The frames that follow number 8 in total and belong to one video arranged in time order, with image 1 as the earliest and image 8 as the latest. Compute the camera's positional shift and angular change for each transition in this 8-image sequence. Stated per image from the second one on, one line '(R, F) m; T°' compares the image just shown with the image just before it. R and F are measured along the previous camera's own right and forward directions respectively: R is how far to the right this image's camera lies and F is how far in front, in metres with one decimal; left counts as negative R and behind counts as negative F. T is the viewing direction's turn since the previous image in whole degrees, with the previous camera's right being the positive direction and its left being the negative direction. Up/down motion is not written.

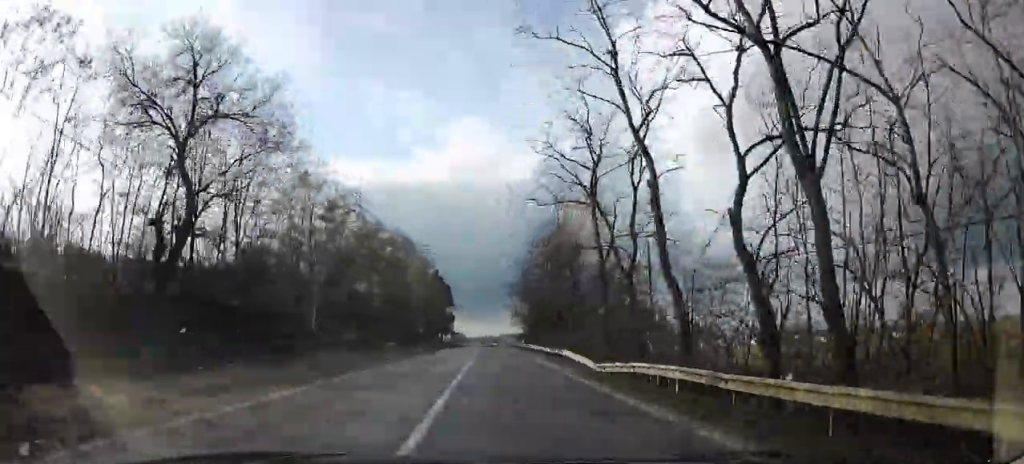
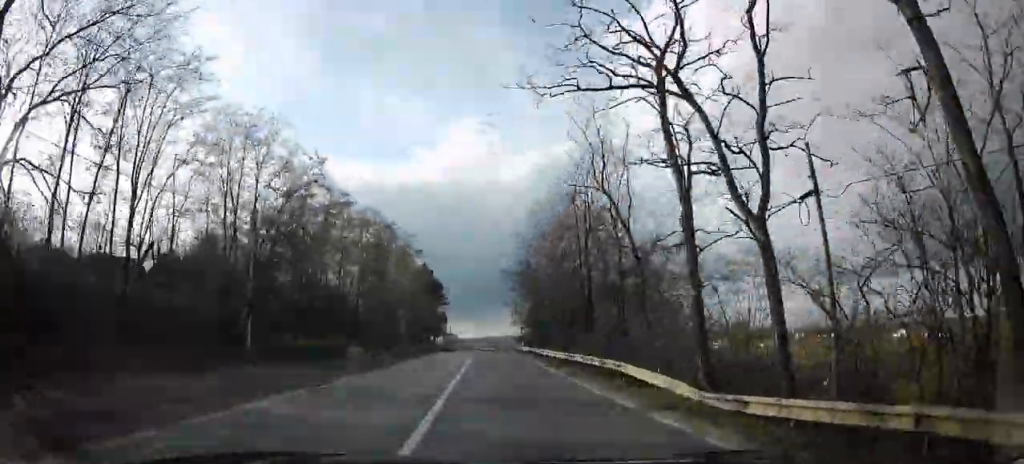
(0.0, +11.0) m; 0°
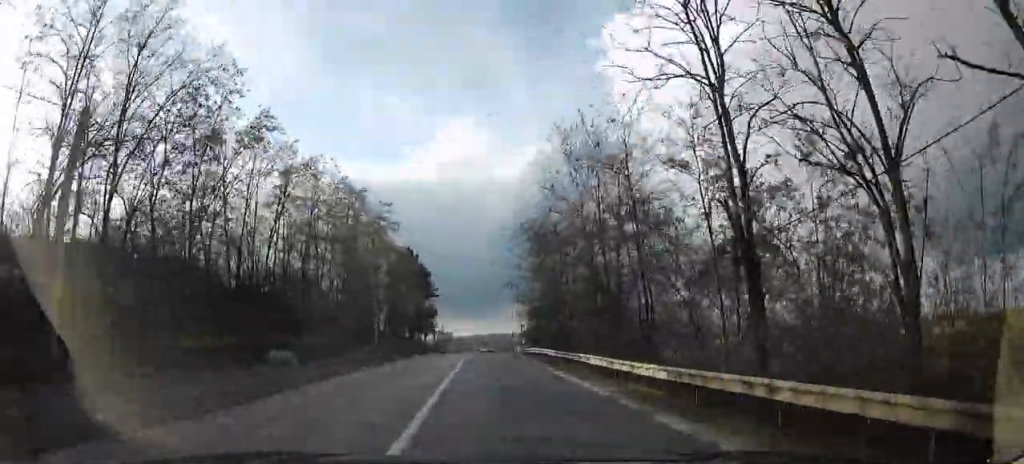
(0.0, +15.4) m; 0°
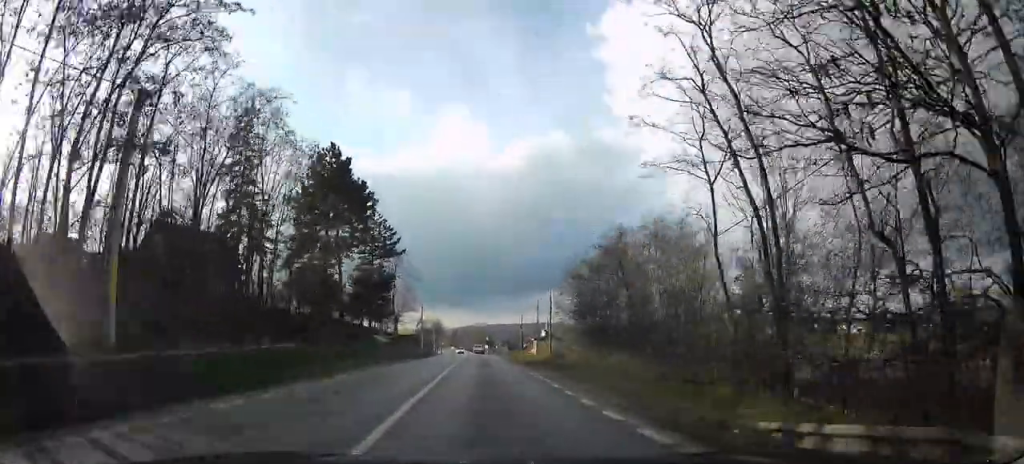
(0.0, +40.1) m; 0°
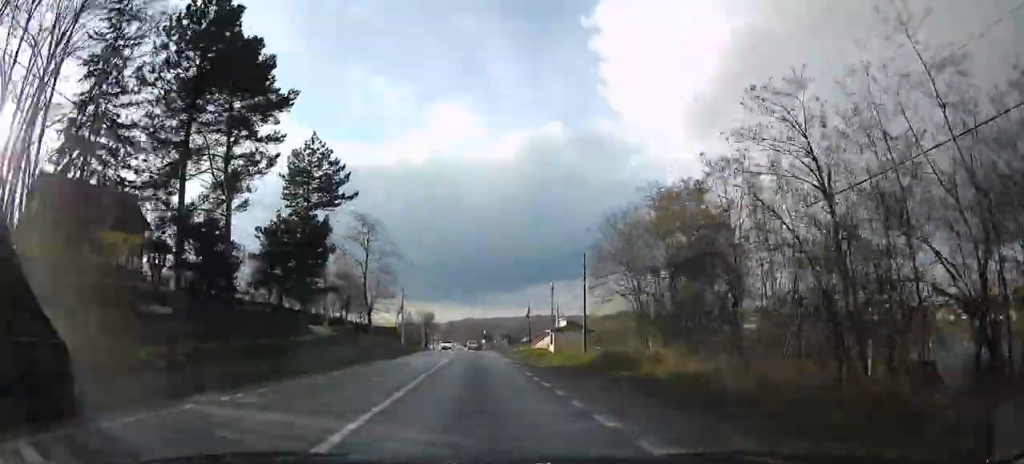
(0.0, +19.5) m; 0°
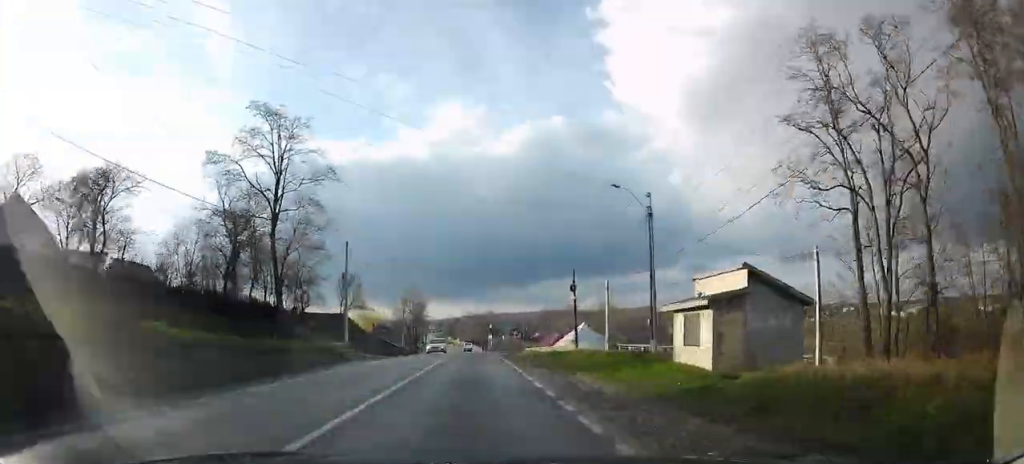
(+0.1, +32.7) m; 0°
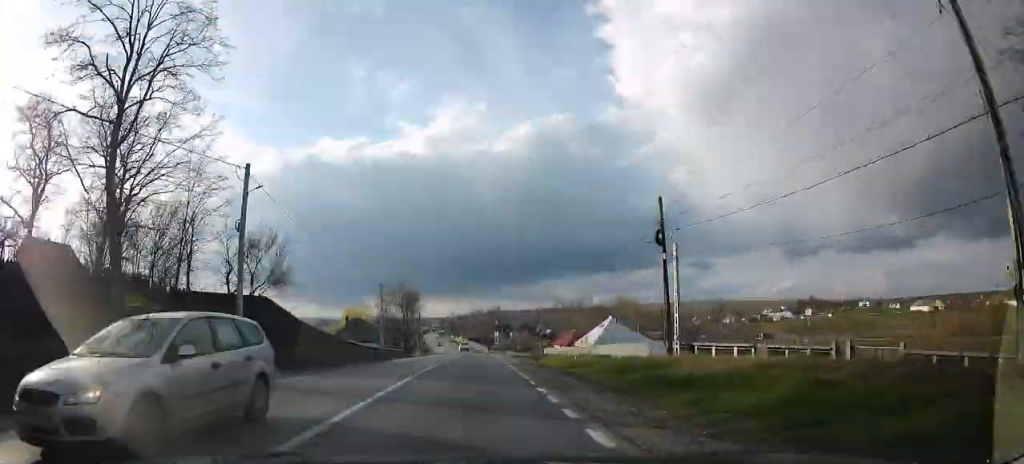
(0.0, +19.2) m; -1°
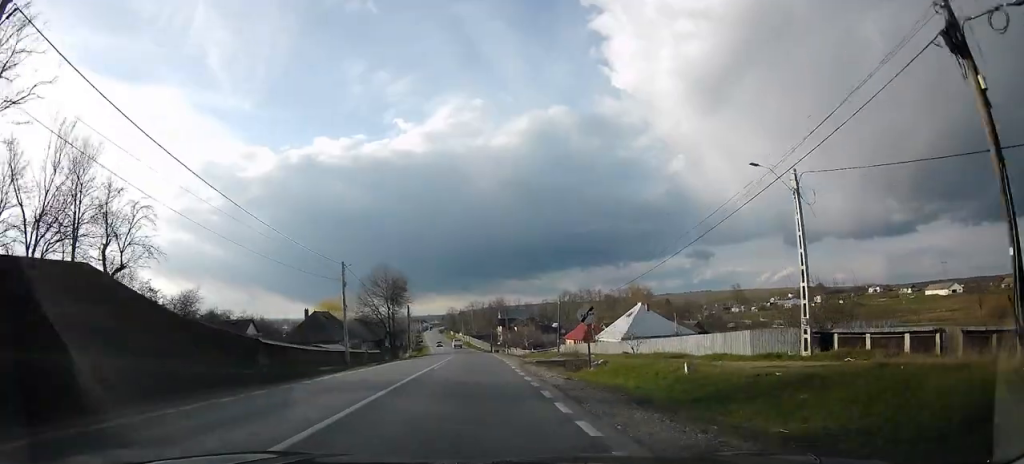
(0.0, +15.7) m; -1°
